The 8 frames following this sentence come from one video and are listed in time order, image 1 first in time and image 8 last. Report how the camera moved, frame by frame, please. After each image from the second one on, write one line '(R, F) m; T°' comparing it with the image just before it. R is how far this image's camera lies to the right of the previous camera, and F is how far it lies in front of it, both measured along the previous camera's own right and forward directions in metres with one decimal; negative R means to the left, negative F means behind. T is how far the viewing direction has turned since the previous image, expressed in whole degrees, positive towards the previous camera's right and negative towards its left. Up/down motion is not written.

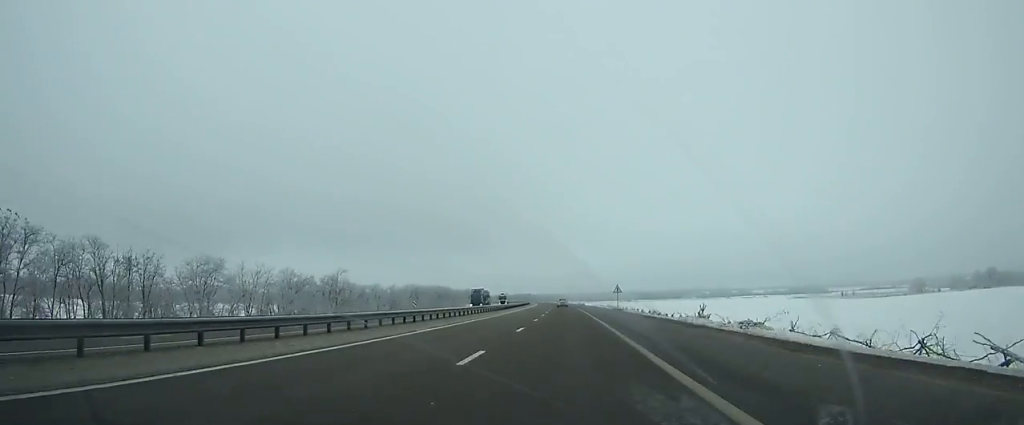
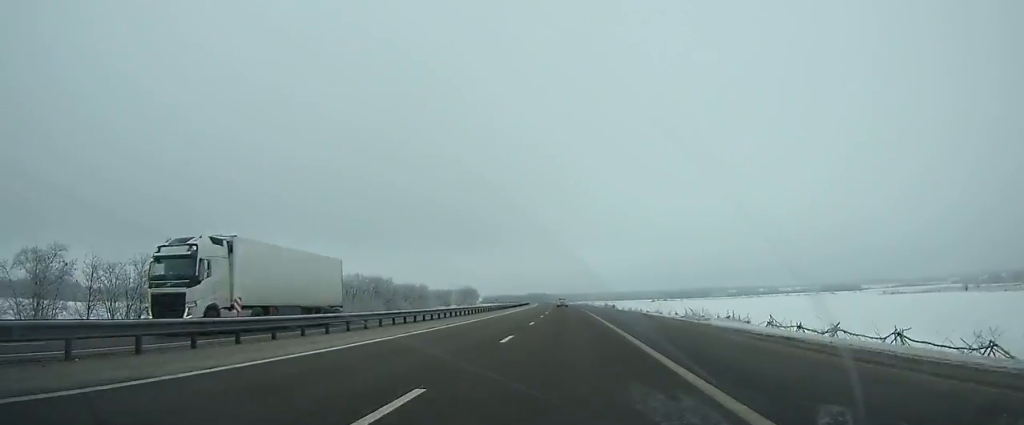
(-1.3, +90.4) m; -2°
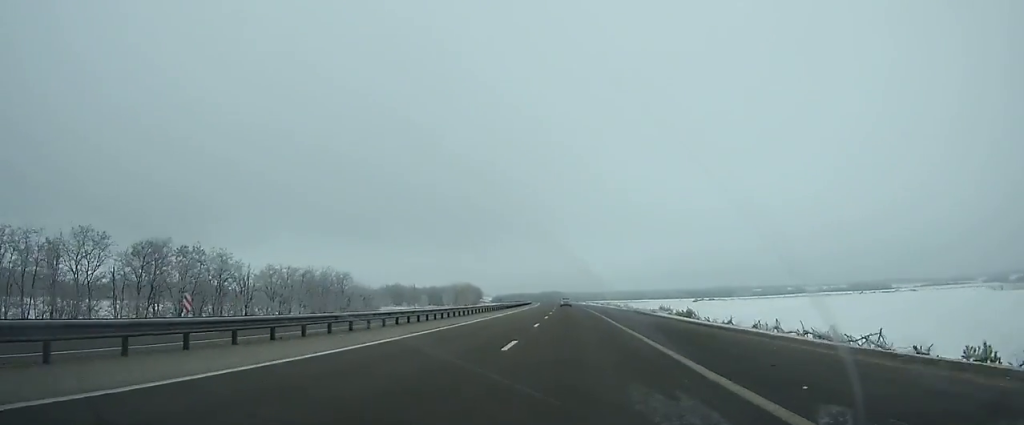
(-0.9, +74.6) m; -1°
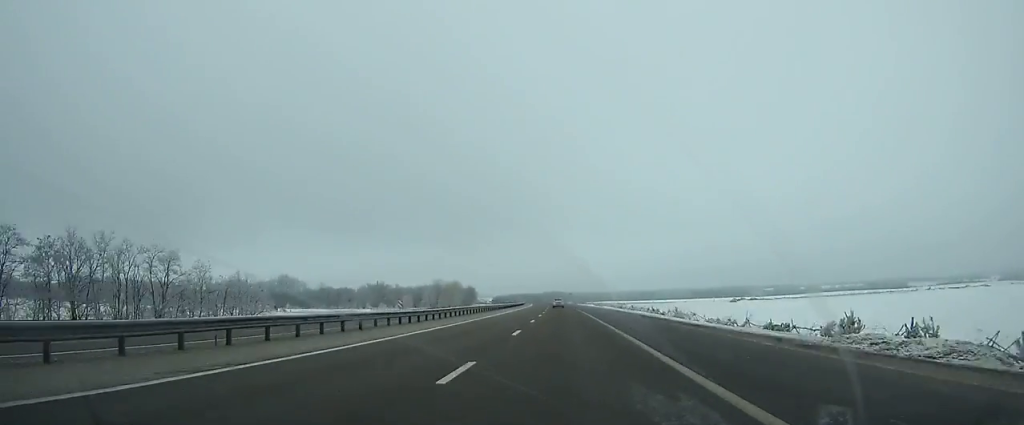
(-0.2, +52.7) m; -1°
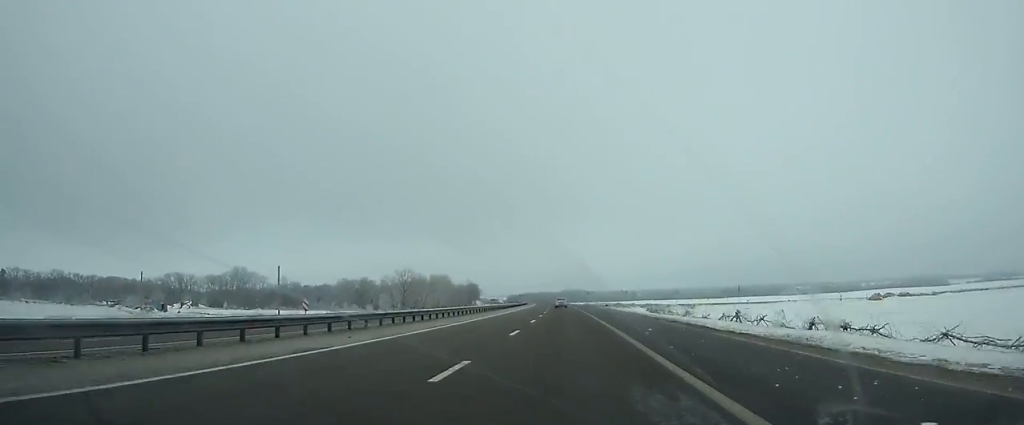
(-1.2, +82.3) m; -2°
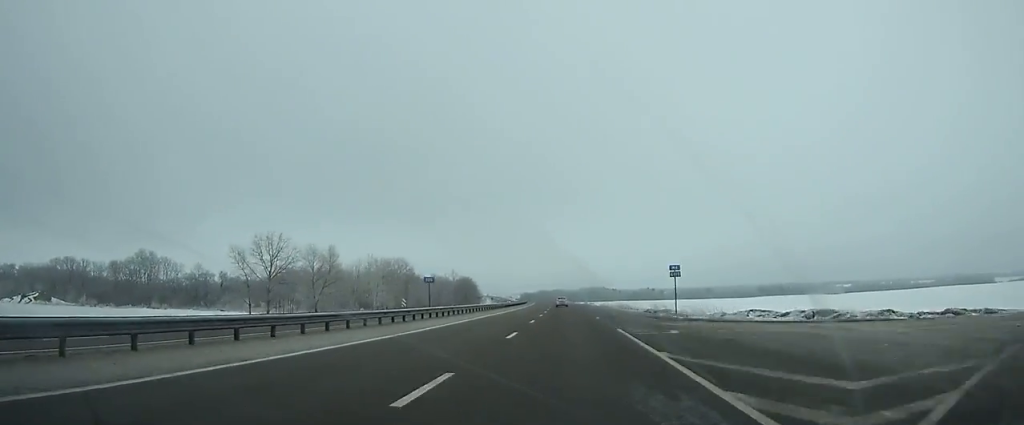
(-1.7, +94.1) m; -2°
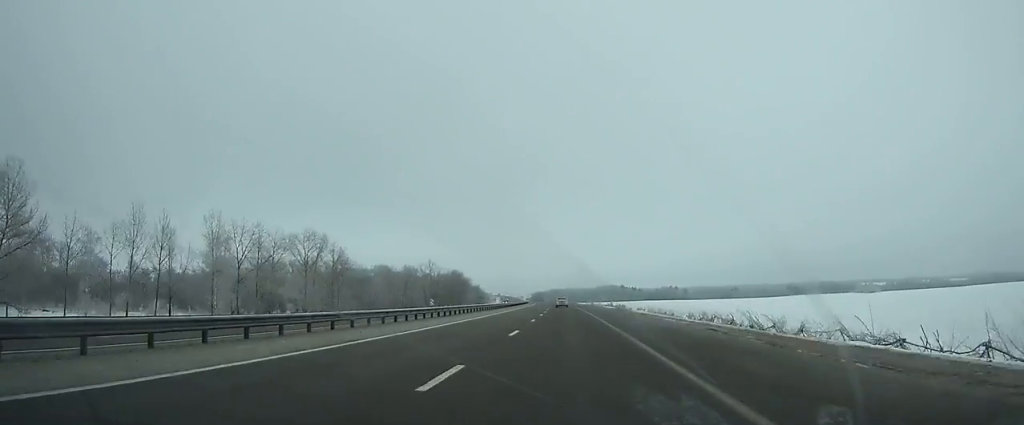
(-0.8, +65.0) m; -1°
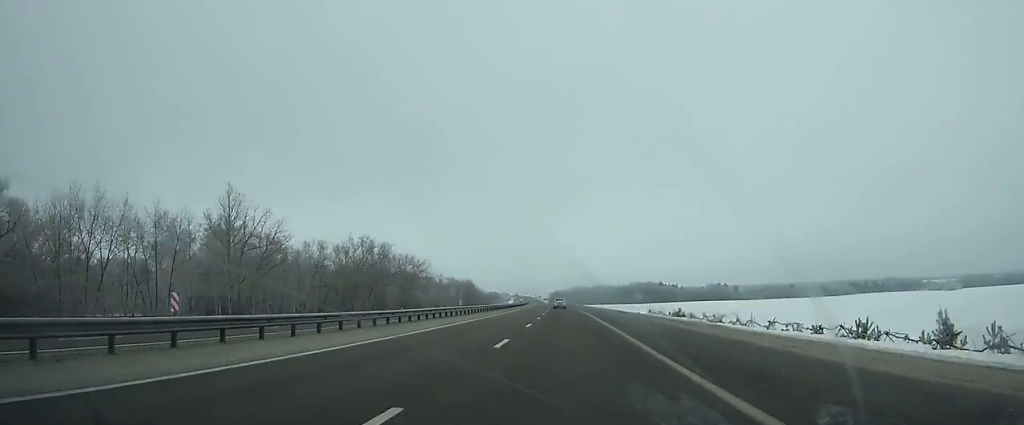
(-2.7, +121.6) m; -2°
